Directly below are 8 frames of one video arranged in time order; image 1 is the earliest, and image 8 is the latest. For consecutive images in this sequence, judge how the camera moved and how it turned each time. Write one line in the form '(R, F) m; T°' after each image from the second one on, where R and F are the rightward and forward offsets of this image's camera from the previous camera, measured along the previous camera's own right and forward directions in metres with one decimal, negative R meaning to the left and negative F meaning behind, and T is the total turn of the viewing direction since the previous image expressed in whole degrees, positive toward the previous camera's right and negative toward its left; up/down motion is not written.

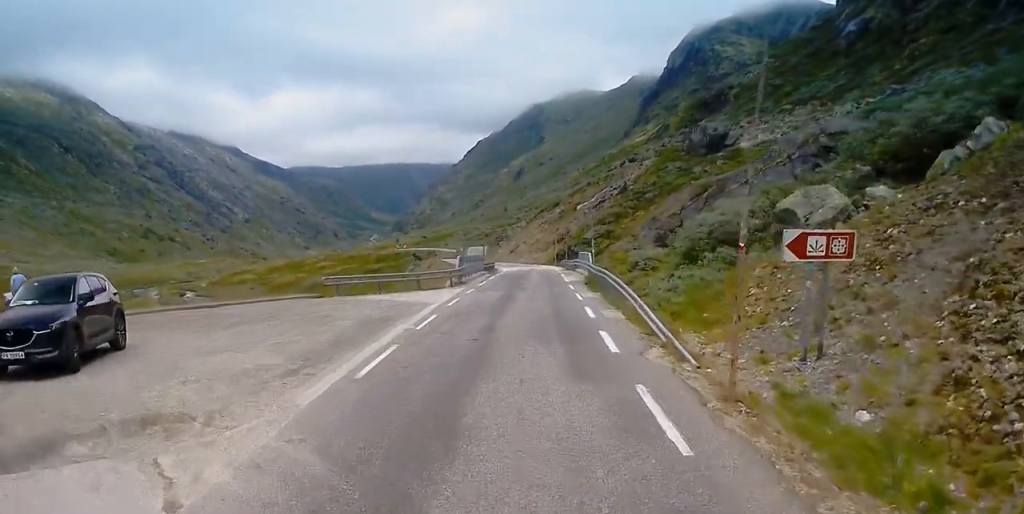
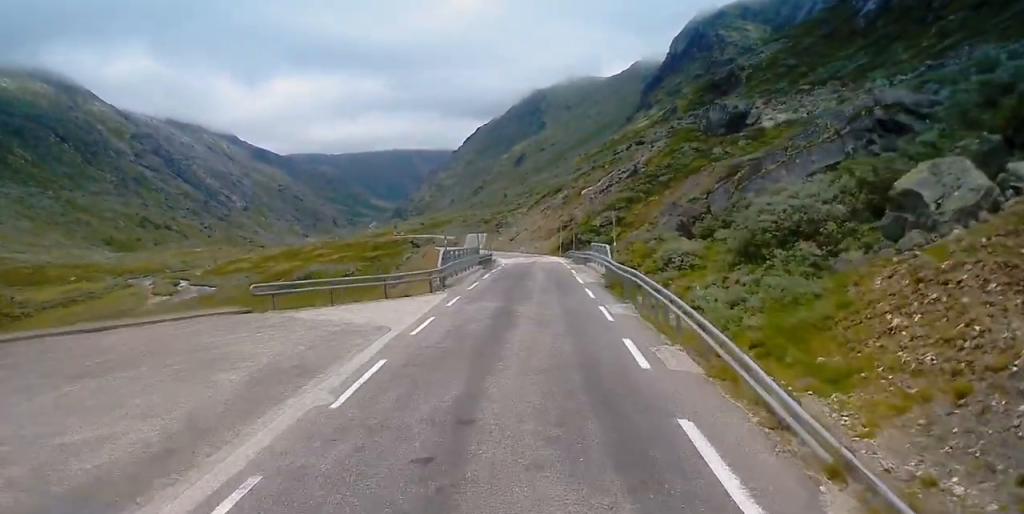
(-0.2, +8.0) m; 0°
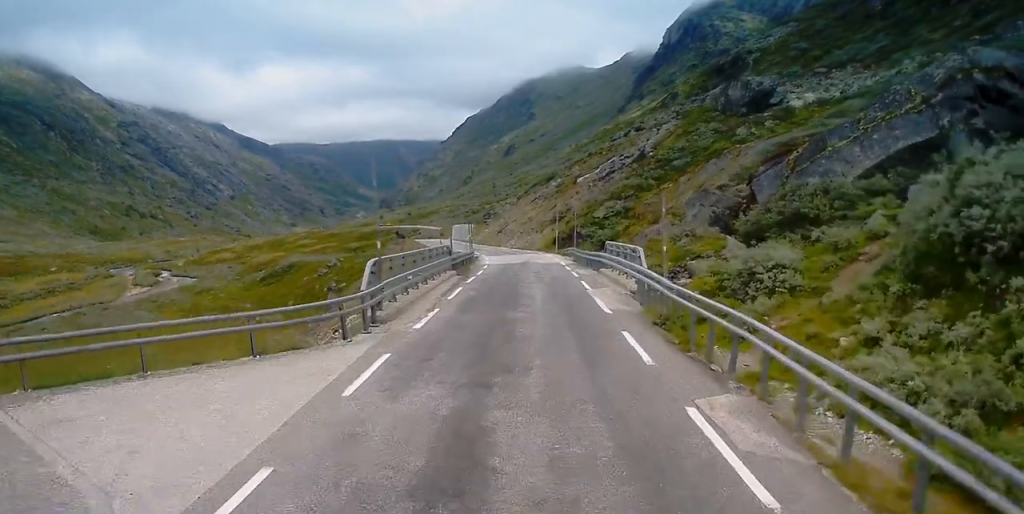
(+0.4, +11.6) m; +2°
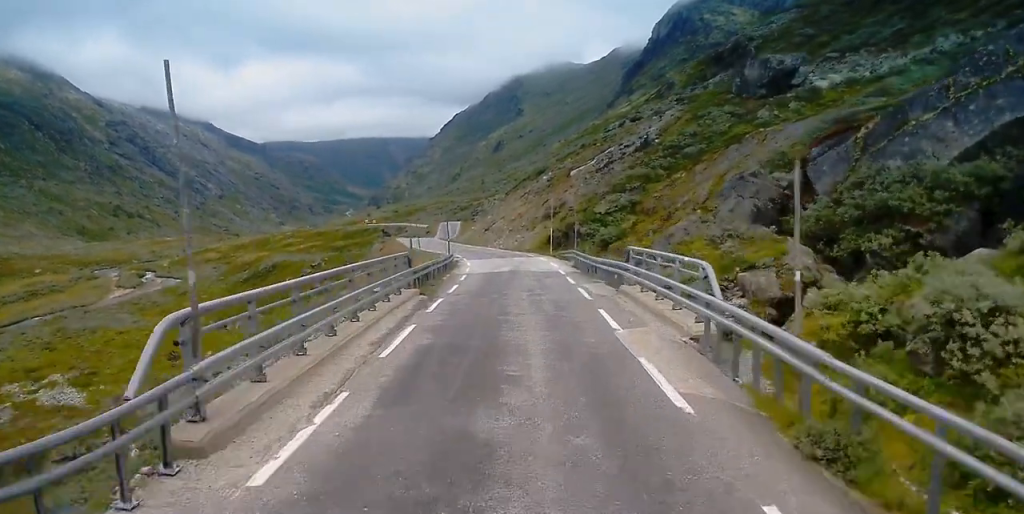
(0.0, +9.4) m; -1°
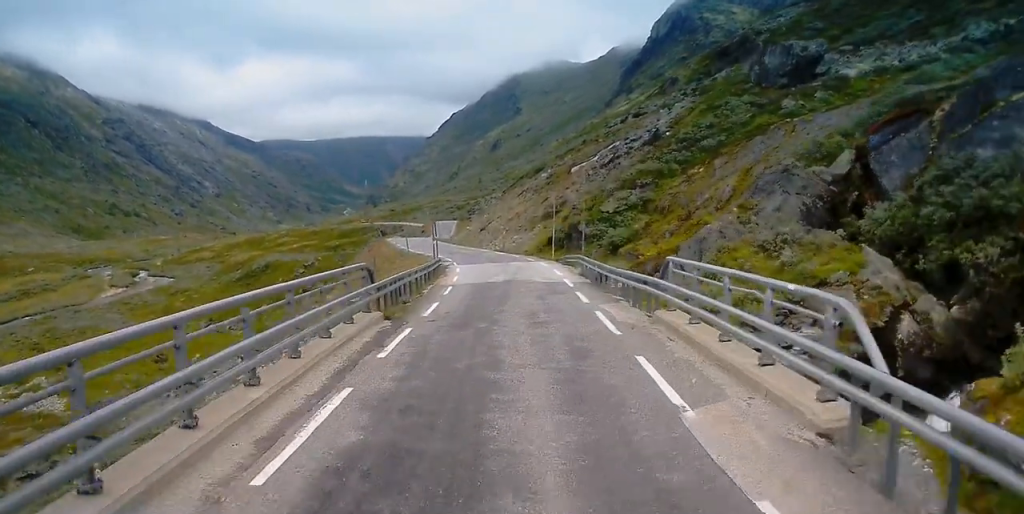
(-0.1, +6.1) m; 0°
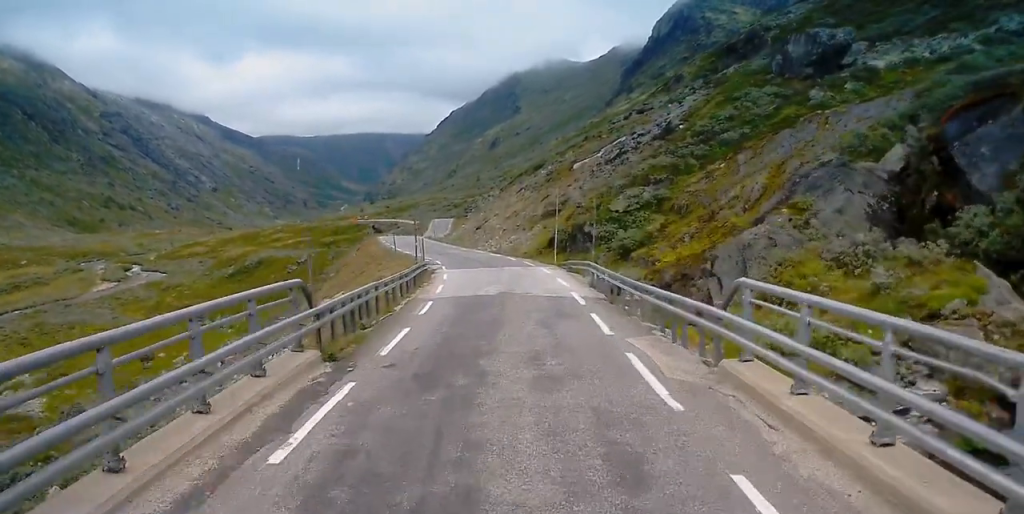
(+0.1, +5.5) m; 0°
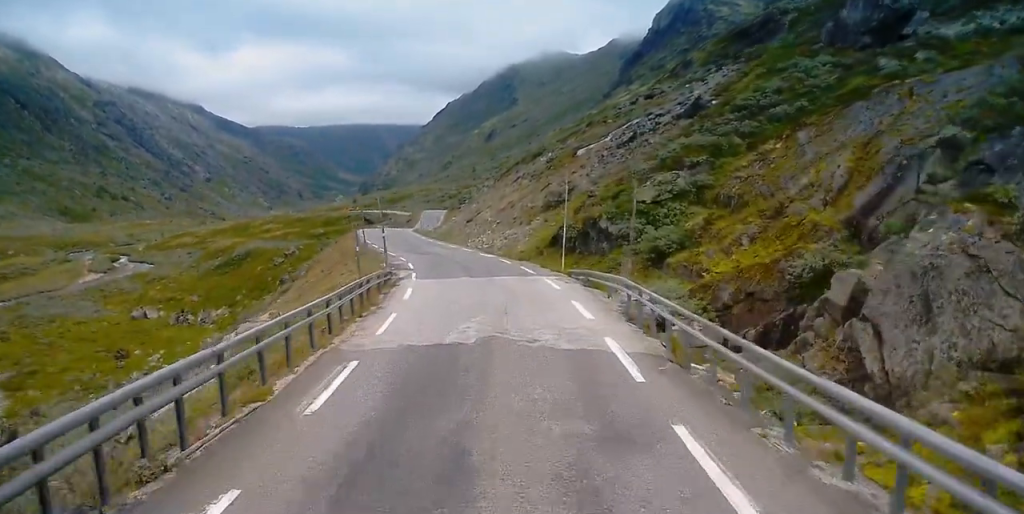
(-0.1, +10.4) m; -1°
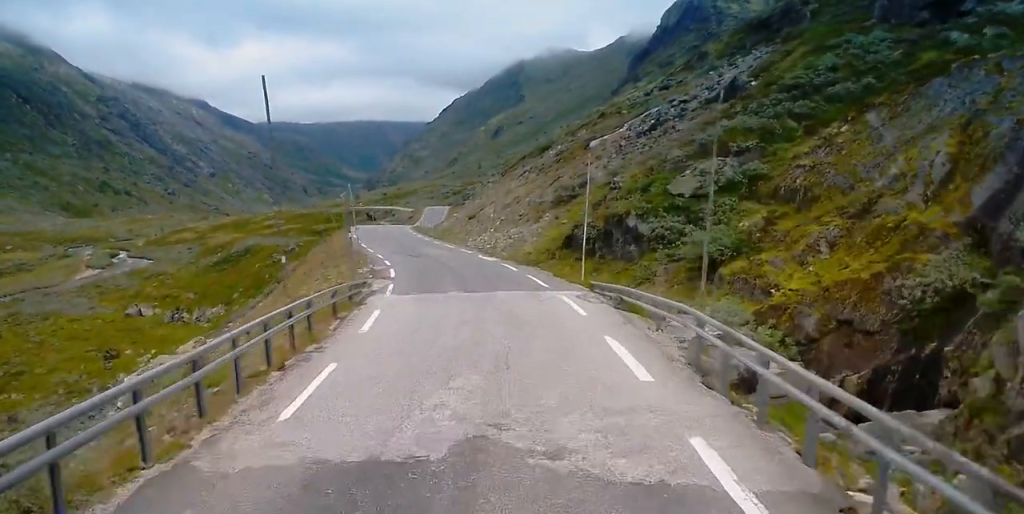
(-0.1, +6.9) m; 0°
